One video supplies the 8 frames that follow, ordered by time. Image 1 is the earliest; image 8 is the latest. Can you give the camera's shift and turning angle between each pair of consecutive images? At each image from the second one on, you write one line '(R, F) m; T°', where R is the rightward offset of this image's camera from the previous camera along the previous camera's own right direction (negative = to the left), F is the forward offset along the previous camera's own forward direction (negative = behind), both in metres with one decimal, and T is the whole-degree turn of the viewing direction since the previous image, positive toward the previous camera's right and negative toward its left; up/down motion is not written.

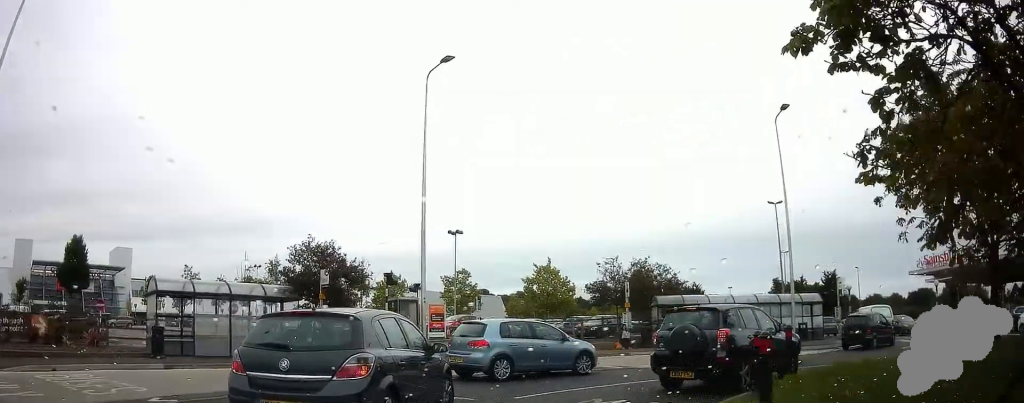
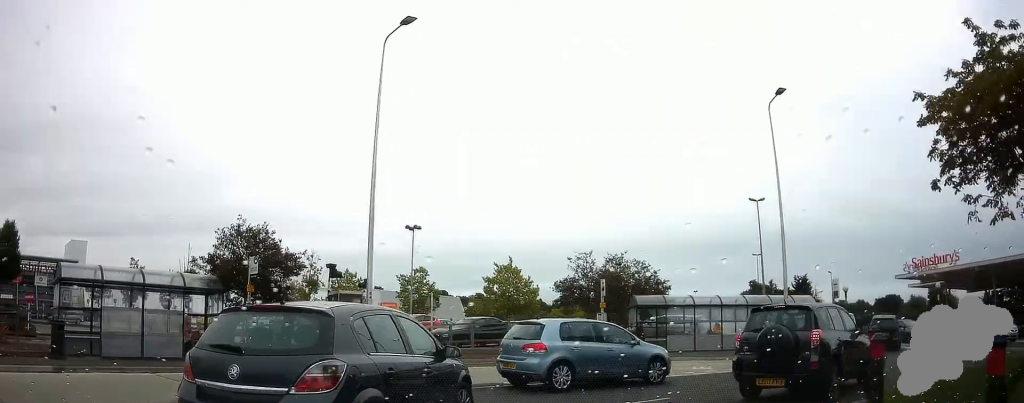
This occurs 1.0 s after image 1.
(+0.2, +3.9) m; +5°
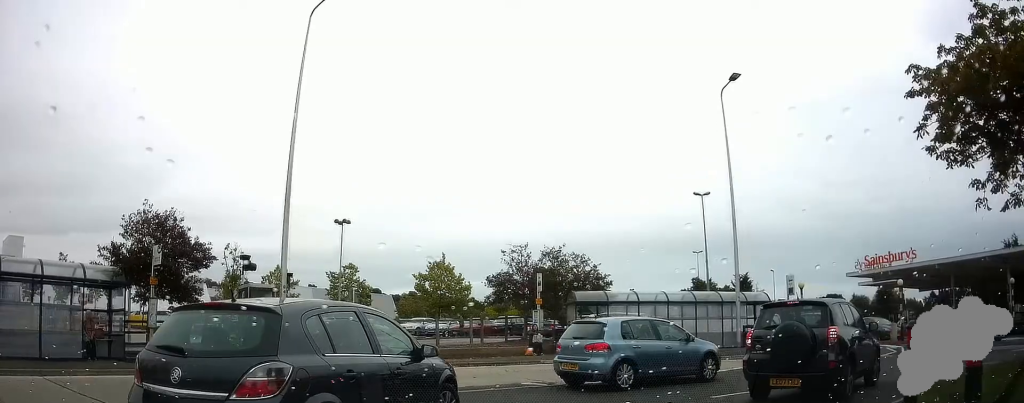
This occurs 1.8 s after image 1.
(+0.1, +2.5) m; +6°
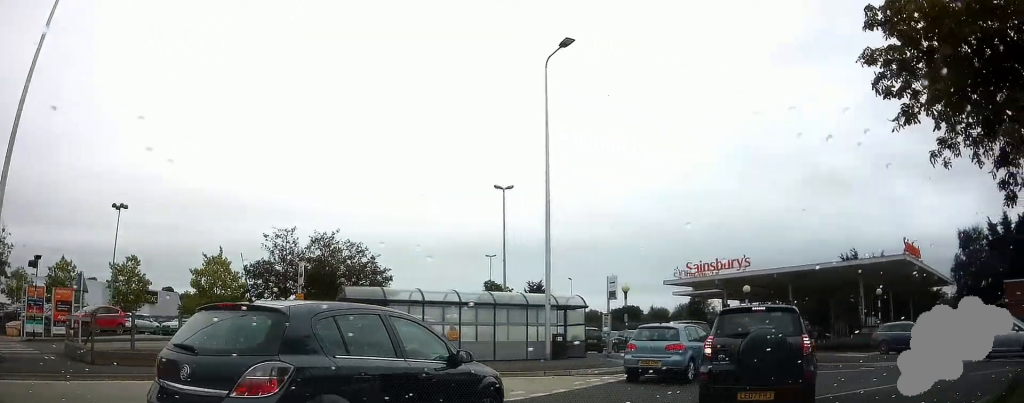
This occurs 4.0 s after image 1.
(+1.1, +5.4) m; +30°
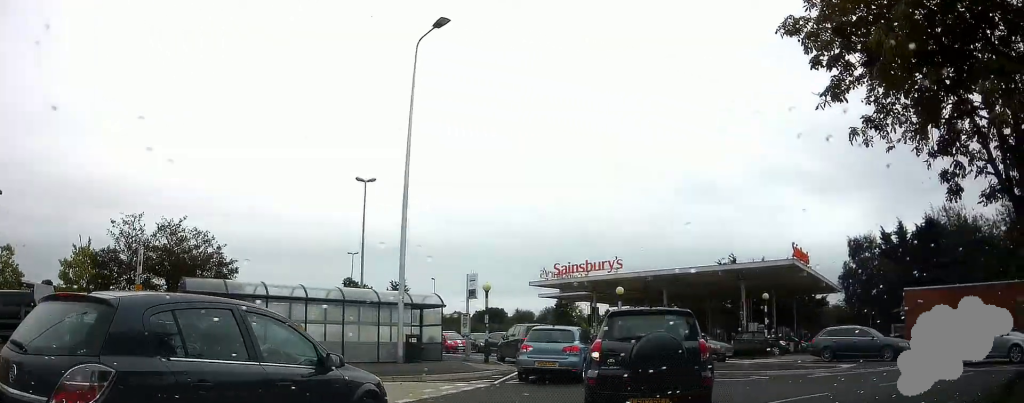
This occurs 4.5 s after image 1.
(+0.2, +1.9) m; +12°
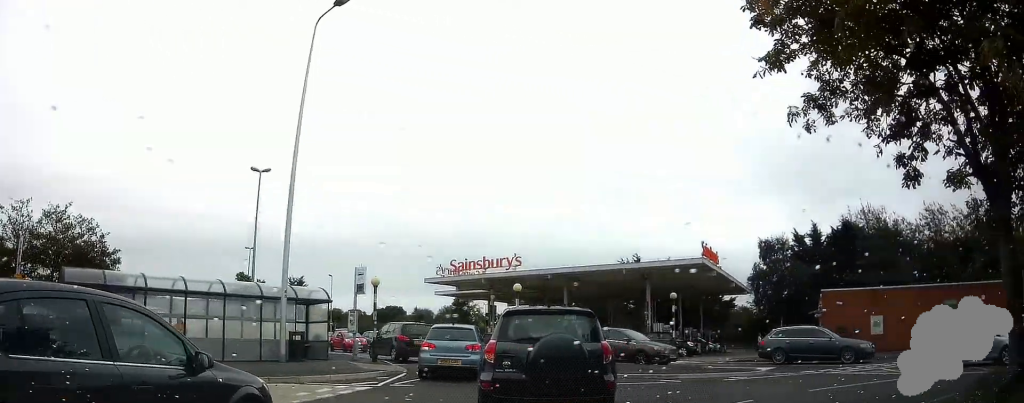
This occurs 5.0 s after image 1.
(+0.1, +1.6) m; +10°
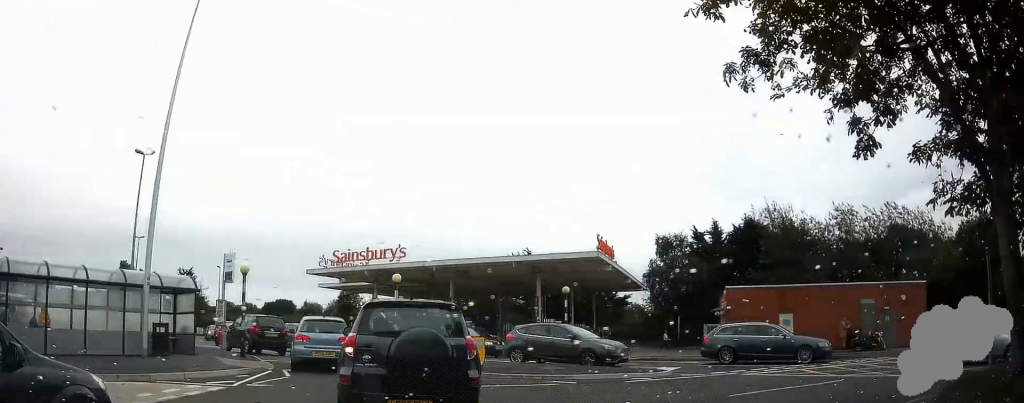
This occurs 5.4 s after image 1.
(+0.1, +1.8) m; +11°
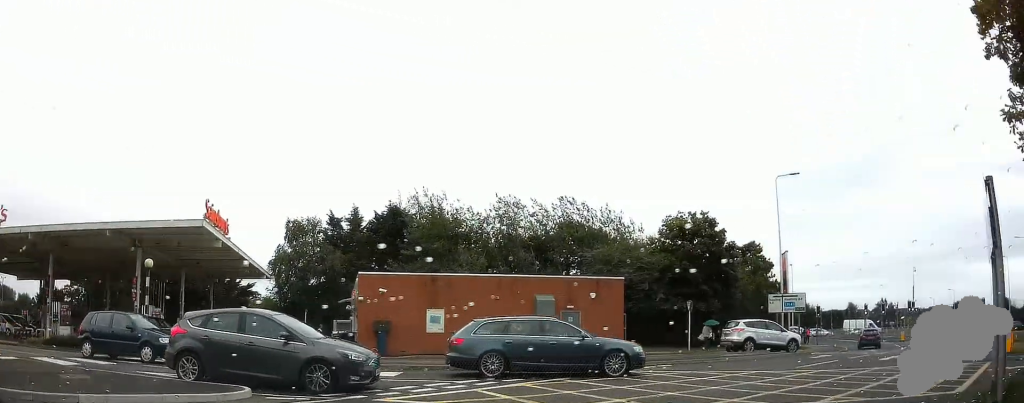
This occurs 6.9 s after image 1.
(+2.1, +5.5) m; +35°
